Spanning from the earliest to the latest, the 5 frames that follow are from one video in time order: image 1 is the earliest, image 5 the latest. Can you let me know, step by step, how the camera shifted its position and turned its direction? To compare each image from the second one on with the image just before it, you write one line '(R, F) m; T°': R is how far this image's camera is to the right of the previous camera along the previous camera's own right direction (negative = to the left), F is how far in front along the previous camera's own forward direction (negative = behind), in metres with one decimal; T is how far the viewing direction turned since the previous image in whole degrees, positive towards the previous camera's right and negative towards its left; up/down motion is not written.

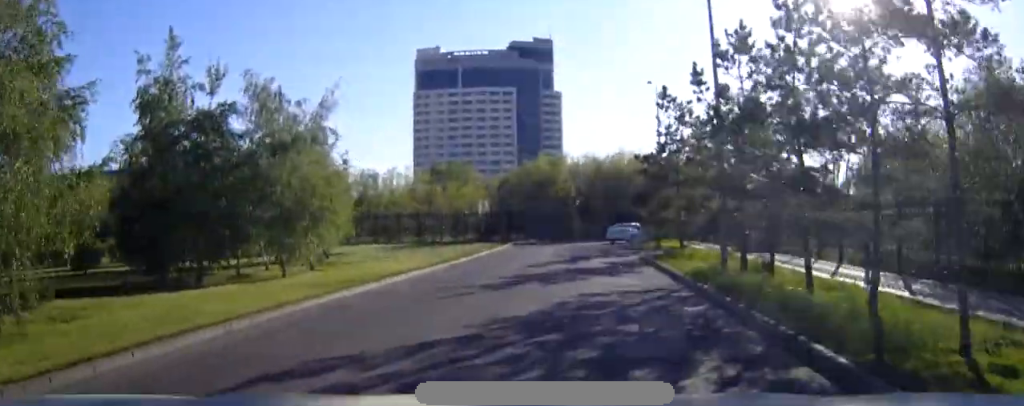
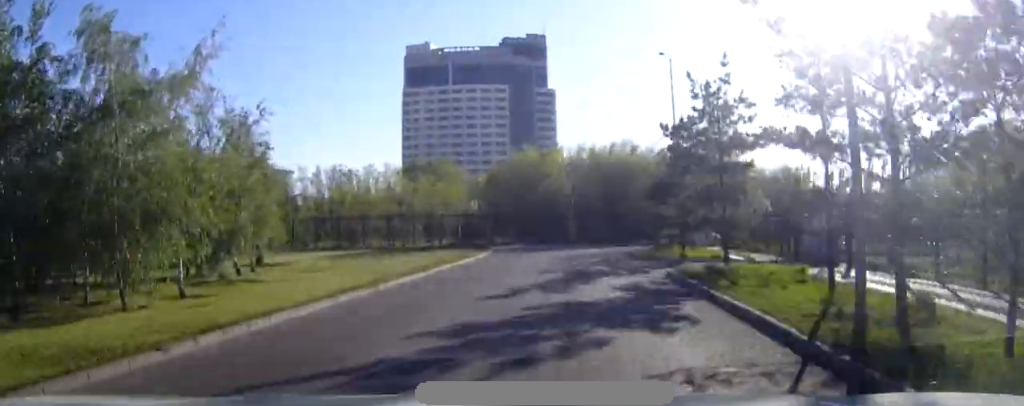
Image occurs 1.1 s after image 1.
(0.0, +9.6) m; 0°
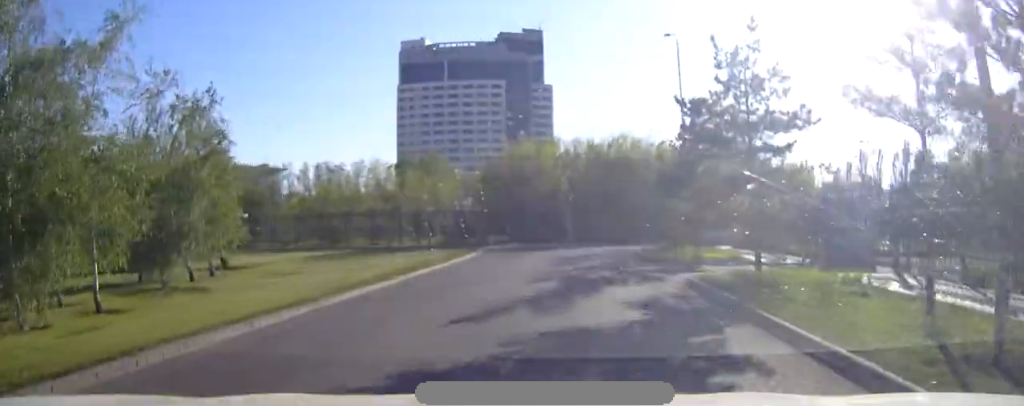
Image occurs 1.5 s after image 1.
(0.0, +3.8) m; 0°
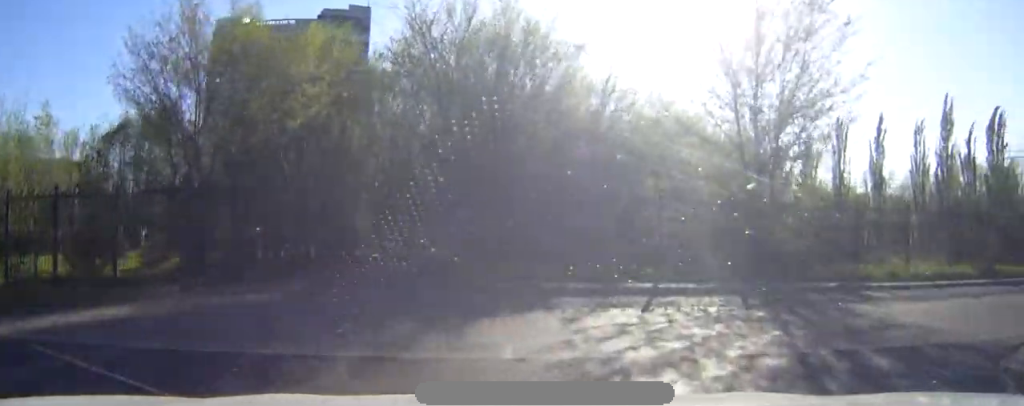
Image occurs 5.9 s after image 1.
(+6.2, +31.3) m; +53°
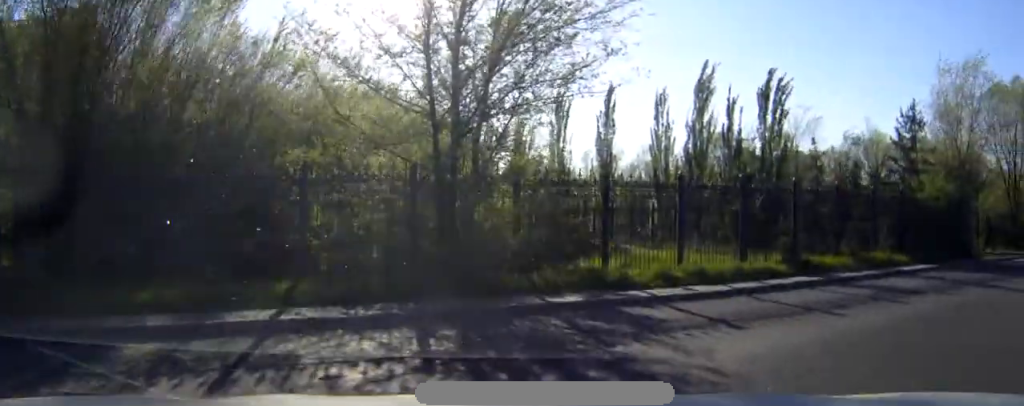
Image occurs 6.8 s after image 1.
(+1.0, +6.7) m; +10°
